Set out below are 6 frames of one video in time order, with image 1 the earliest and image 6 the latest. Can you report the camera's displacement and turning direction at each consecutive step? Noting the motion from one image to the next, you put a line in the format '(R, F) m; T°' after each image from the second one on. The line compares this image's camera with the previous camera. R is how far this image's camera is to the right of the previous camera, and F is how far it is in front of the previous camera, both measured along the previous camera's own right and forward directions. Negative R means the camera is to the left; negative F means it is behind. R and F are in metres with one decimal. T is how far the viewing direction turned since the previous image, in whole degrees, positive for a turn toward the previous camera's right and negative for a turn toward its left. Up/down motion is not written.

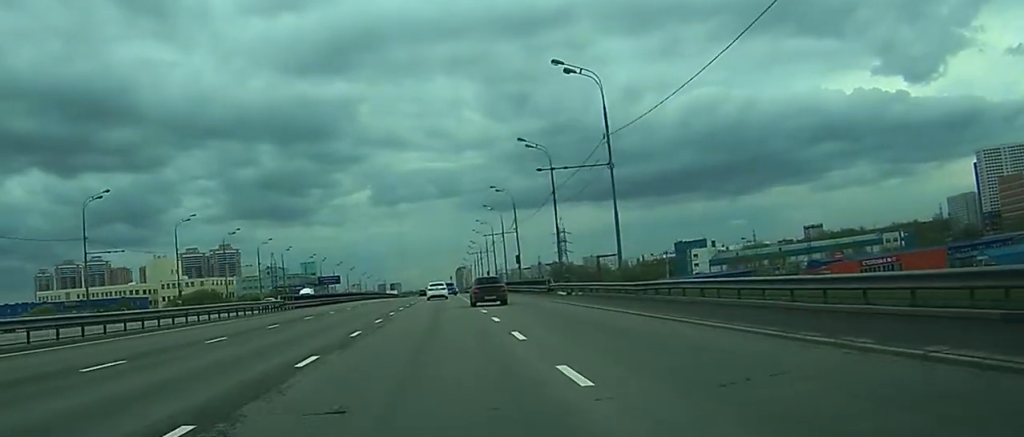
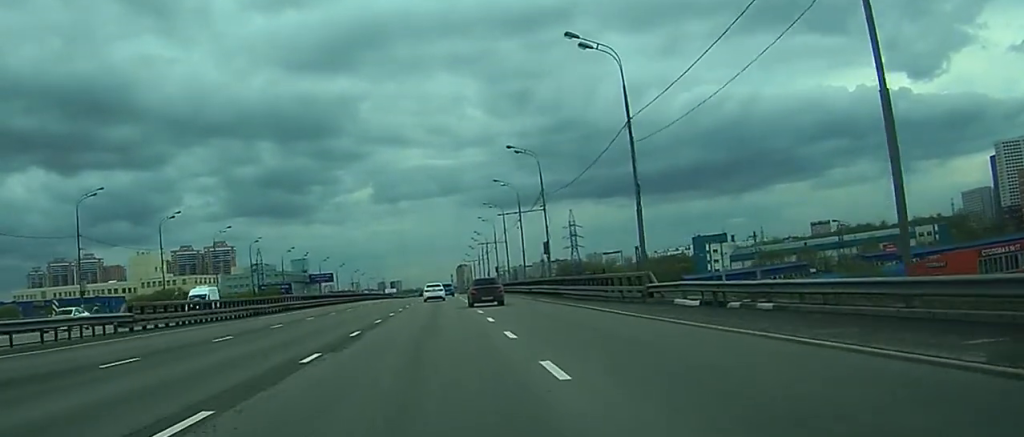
(-0.1, +30.6) m; 0°
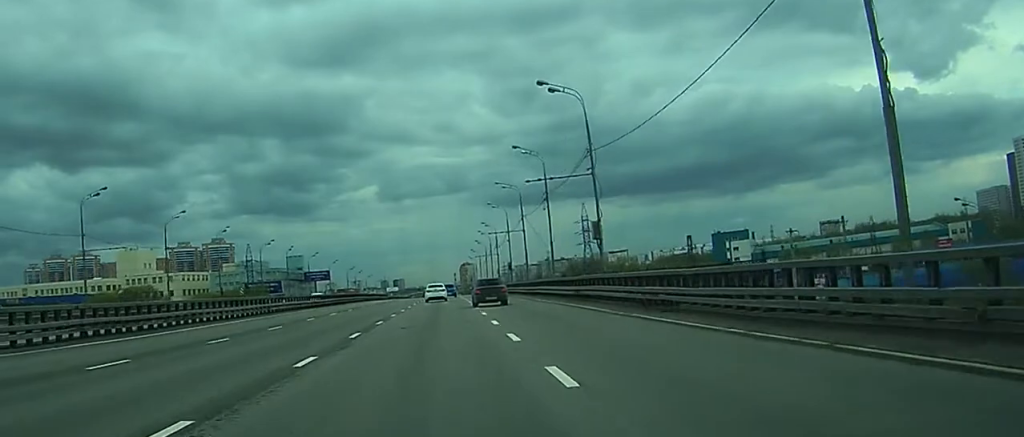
(+0.1, +23.3) m; 0°
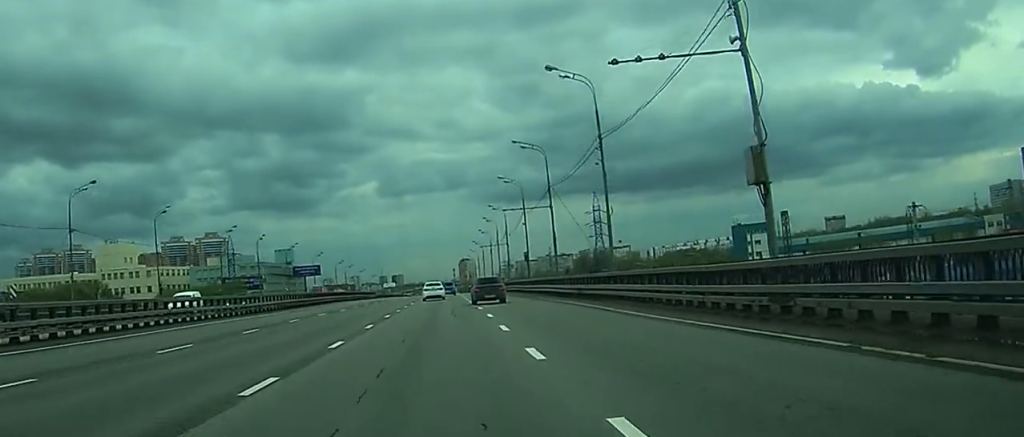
(+0.2, +25.5) m; +1°
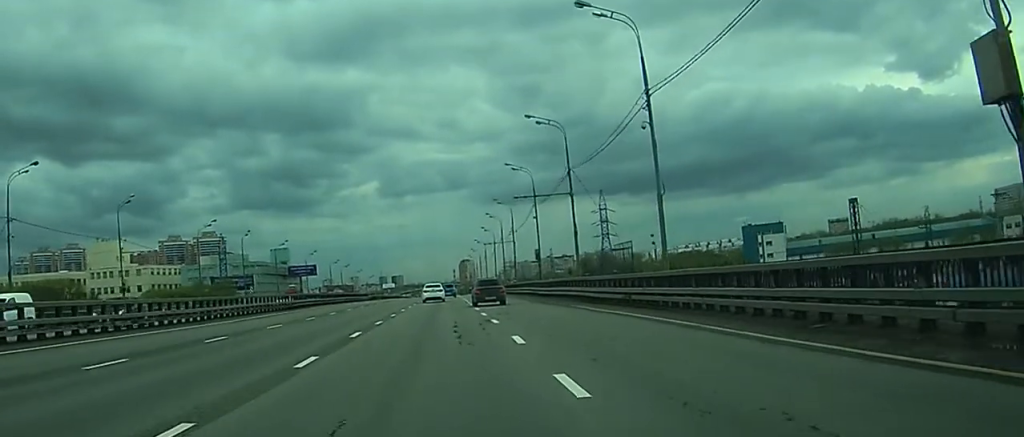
(+0.2, +10.8) m; 0°
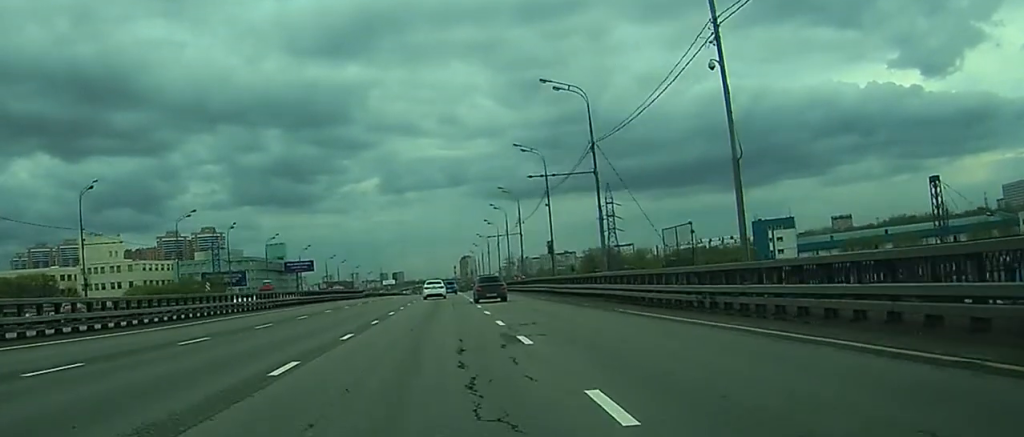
(-0.1, +8.5) m; -1°
